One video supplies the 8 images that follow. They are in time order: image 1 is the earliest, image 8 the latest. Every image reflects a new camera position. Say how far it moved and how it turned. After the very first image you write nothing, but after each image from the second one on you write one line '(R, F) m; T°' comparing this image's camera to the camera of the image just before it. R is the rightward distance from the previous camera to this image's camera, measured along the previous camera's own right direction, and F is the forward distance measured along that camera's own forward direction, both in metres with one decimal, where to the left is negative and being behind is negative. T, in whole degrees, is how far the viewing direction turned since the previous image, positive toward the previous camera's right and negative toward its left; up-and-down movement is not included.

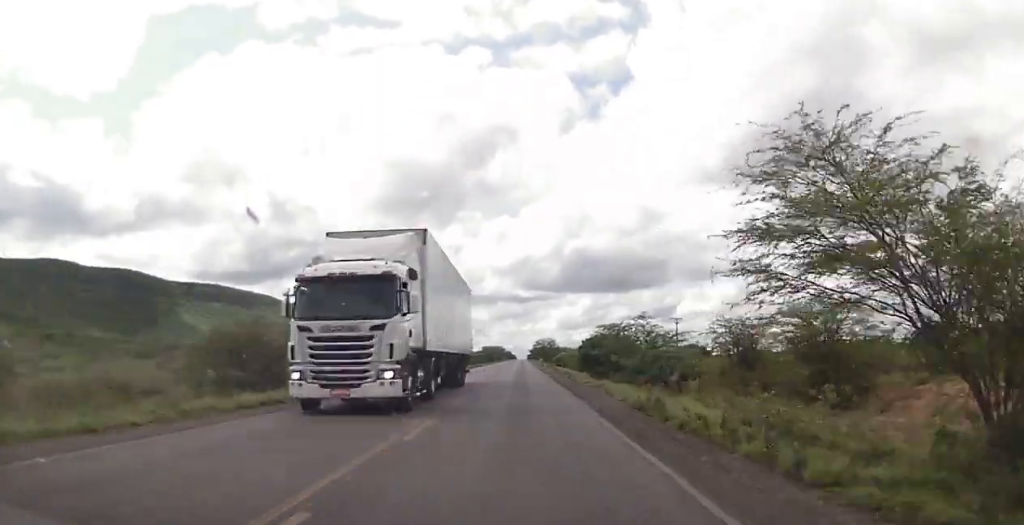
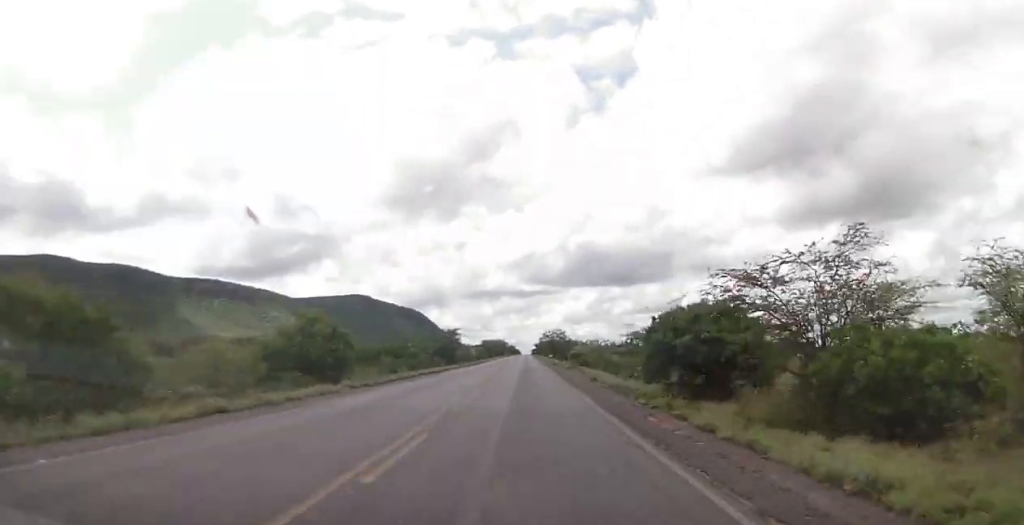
(-1.3, +27.9) m; -2°
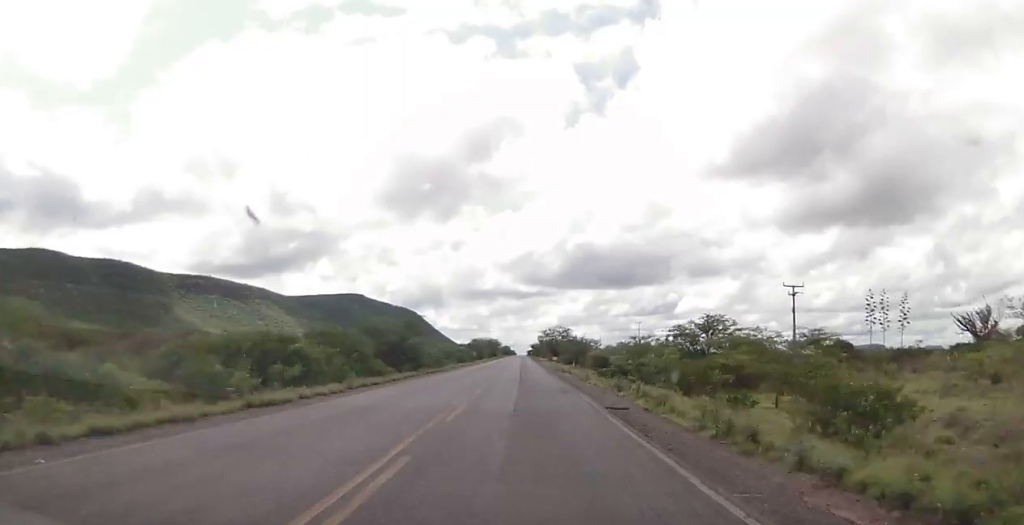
(+0.3, +27.0) m; +1°
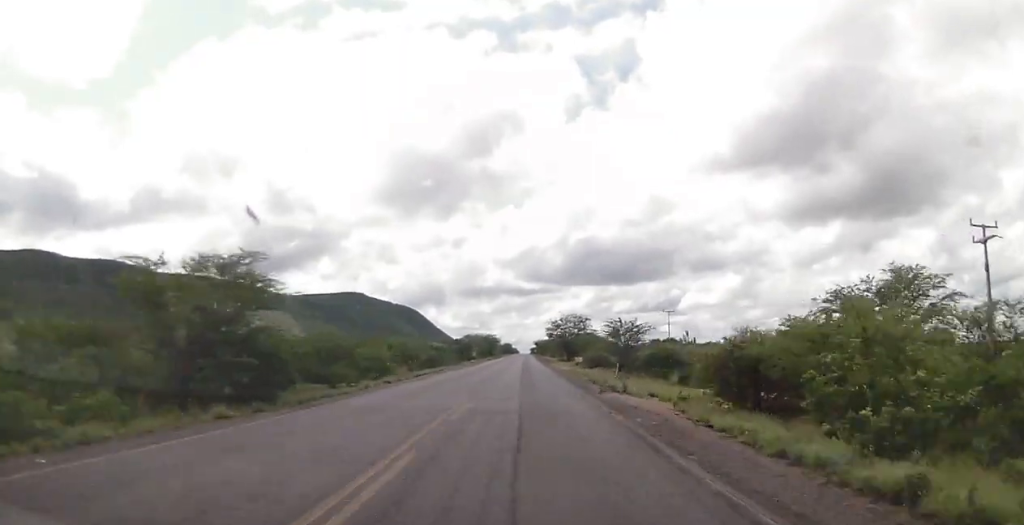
(+0.3, +33.1) m; 0°
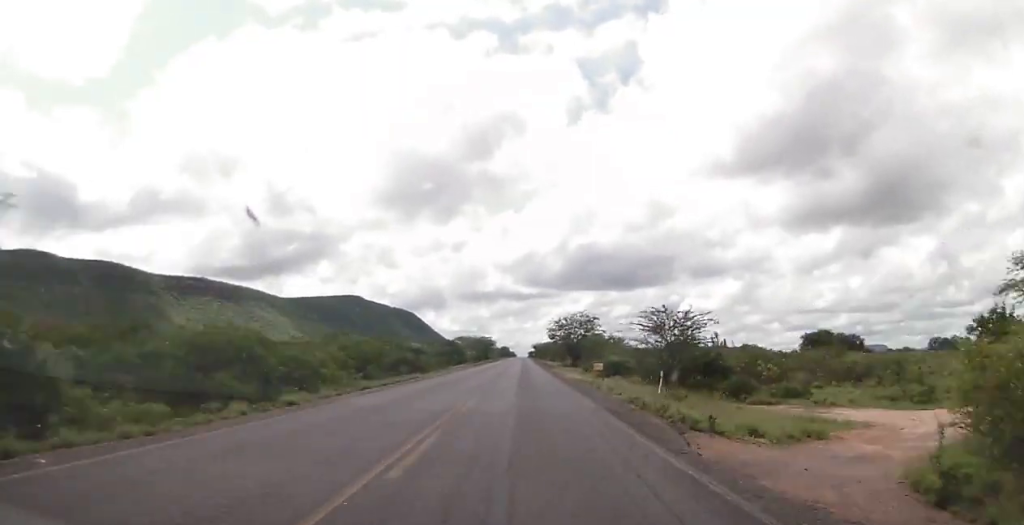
(-0.1, +14.0) m; 0°
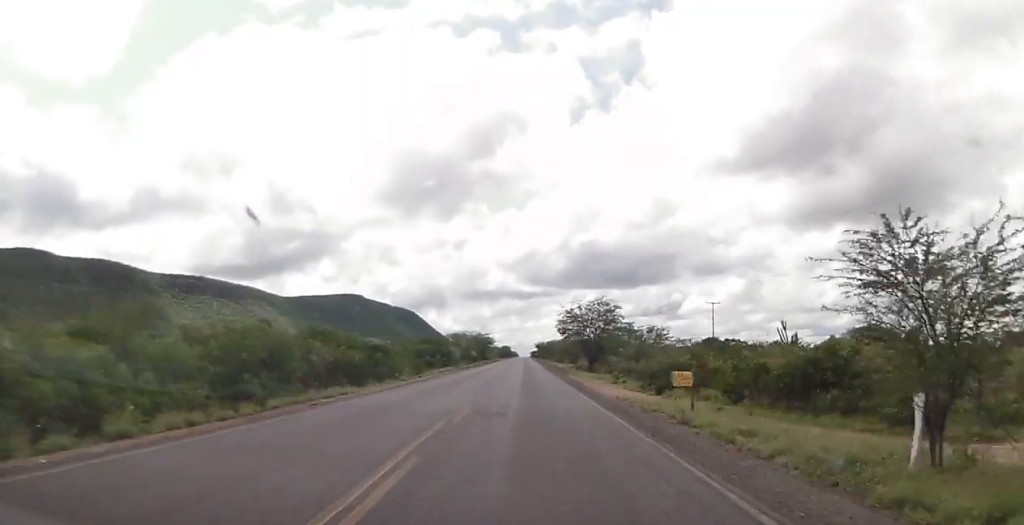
(-0.2, +19.0) m; 0°
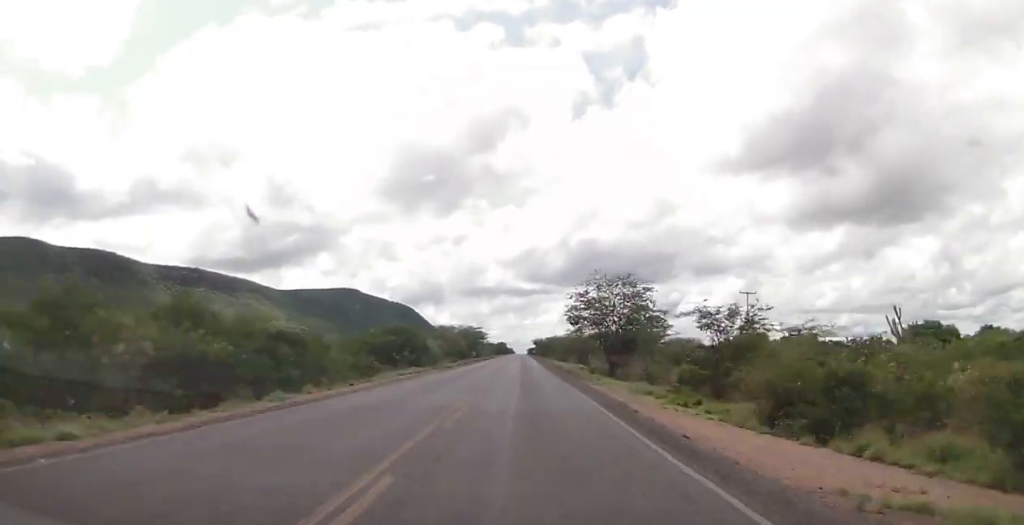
(+0.2, +17.7) m; 0°
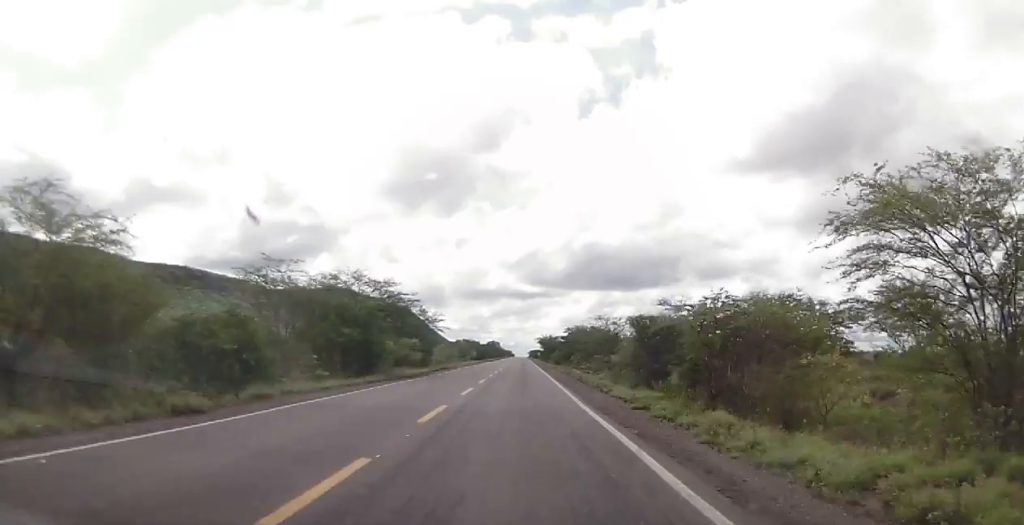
(+0.4, +78.5) m; 0°
